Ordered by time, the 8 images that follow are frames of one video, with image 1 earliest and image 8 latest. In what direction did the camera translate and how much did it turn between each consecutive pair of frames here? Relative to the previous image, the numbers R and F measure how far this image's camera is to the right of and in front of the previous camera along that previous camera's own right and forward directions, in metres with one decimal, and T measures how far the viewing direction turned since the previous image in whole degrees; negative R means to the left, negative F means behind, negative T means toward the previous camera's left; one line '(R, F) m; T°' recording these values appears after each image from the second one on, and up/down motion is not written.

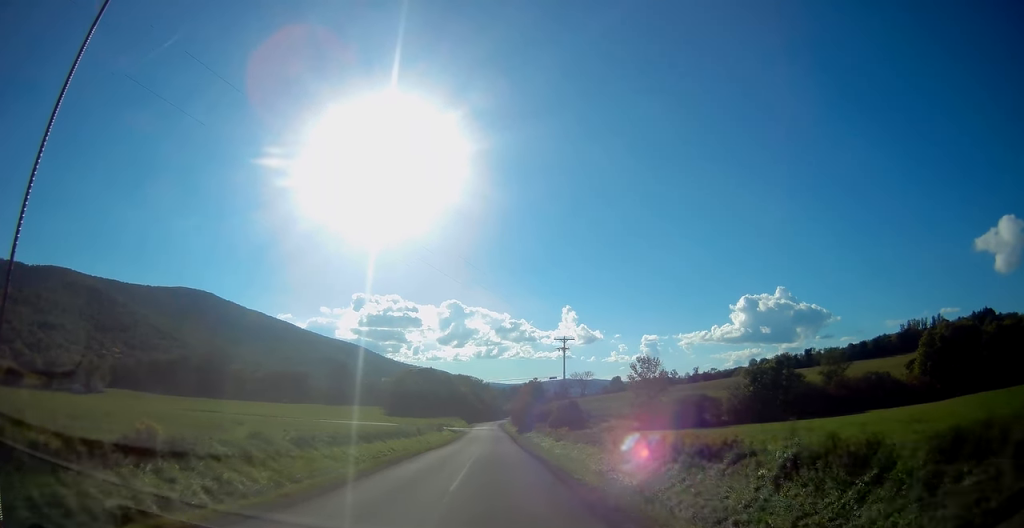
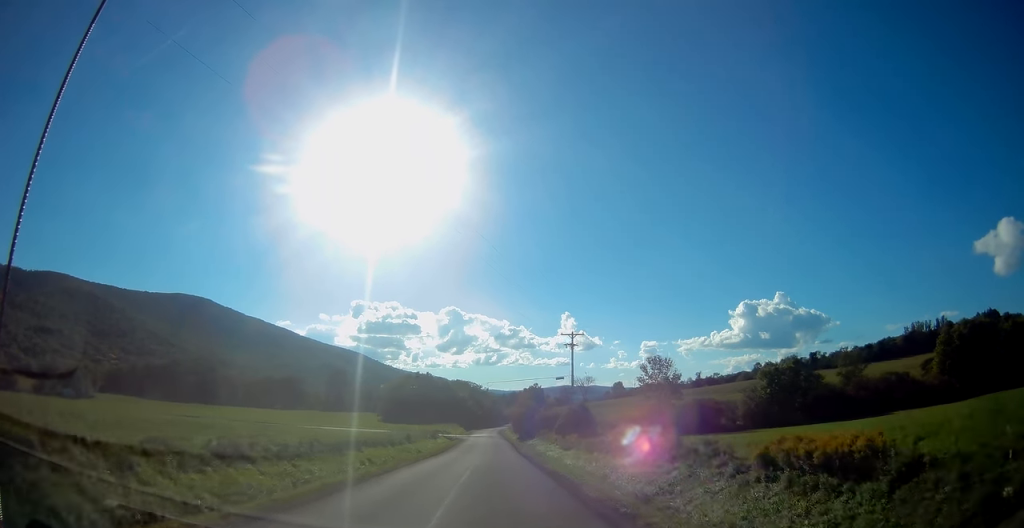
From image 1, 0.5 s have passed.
(+0.1, +7.8) m; 0°
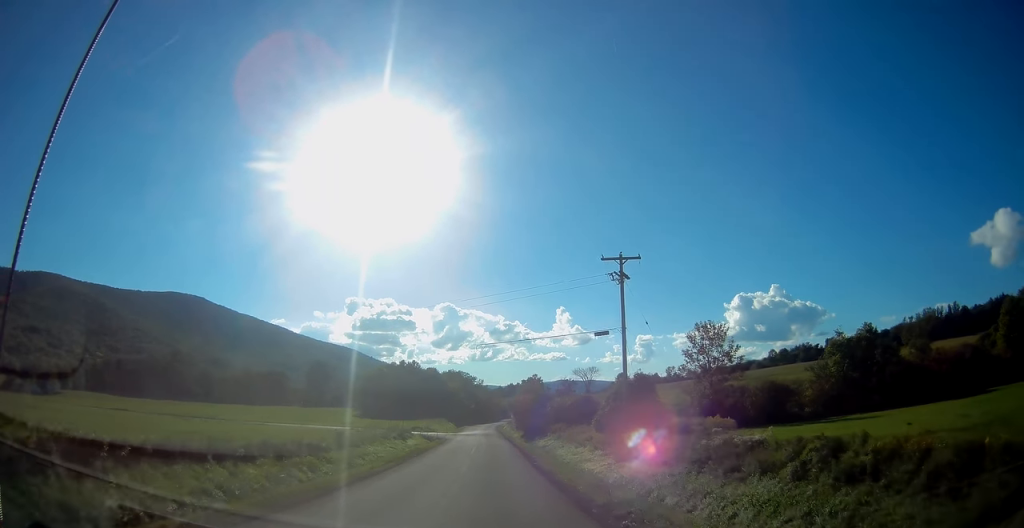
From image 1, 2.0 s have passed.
(-0.1, +24.4) m; 0°
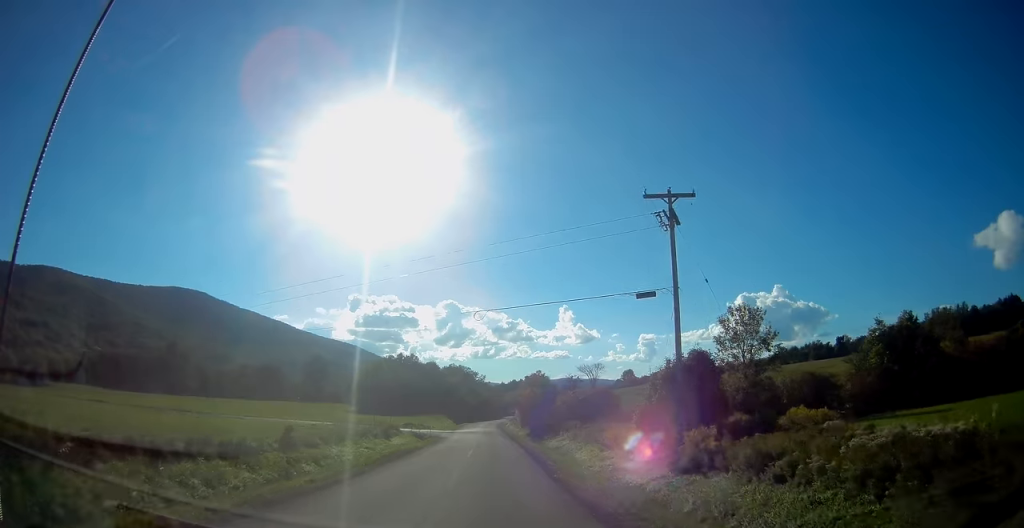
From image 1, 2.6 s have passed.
(+0.1, +9.2) m; 0°
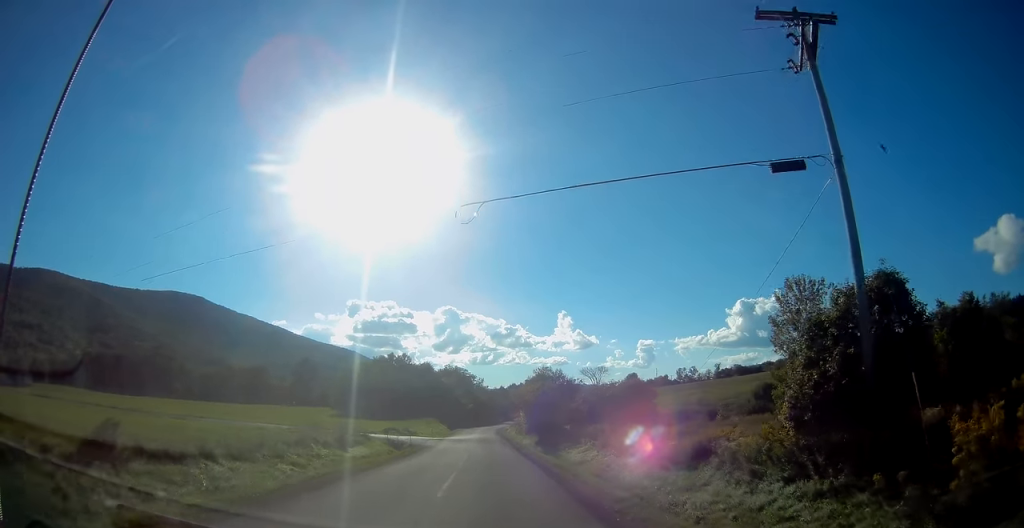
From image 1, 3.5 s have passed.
(+0.2, +13.2) m; 0°
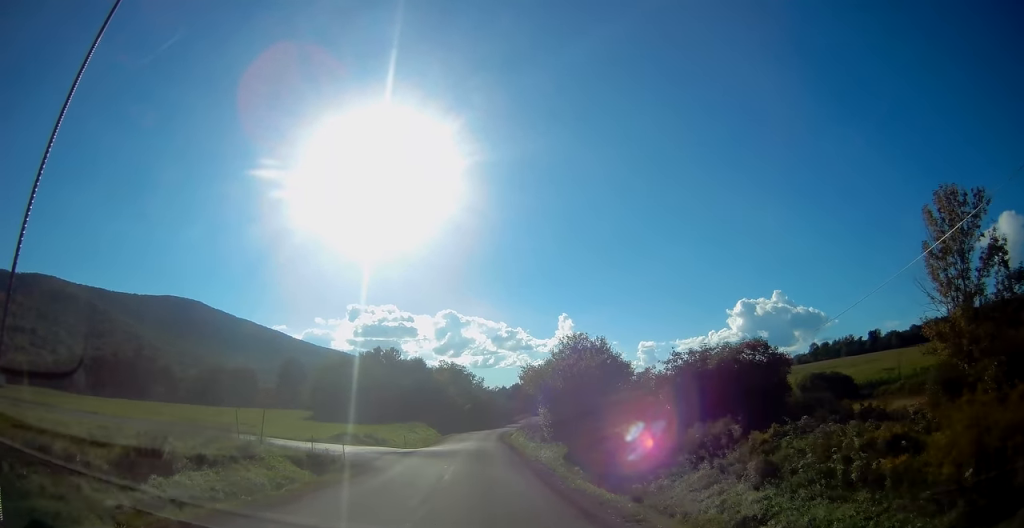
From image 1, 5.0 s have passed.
(-0.6, +19.9) m; 0°
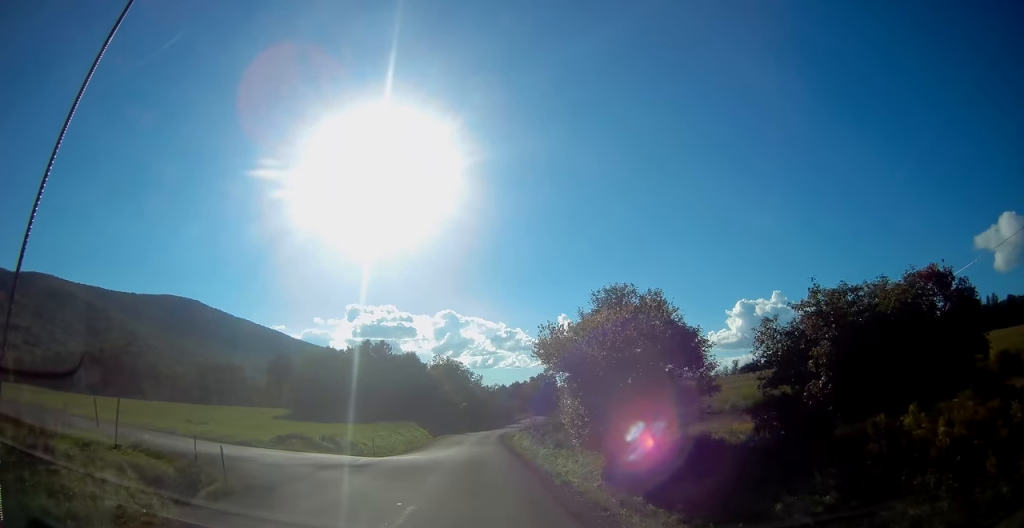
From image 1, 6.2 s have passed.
(+0.6, +11.0) m; -2°
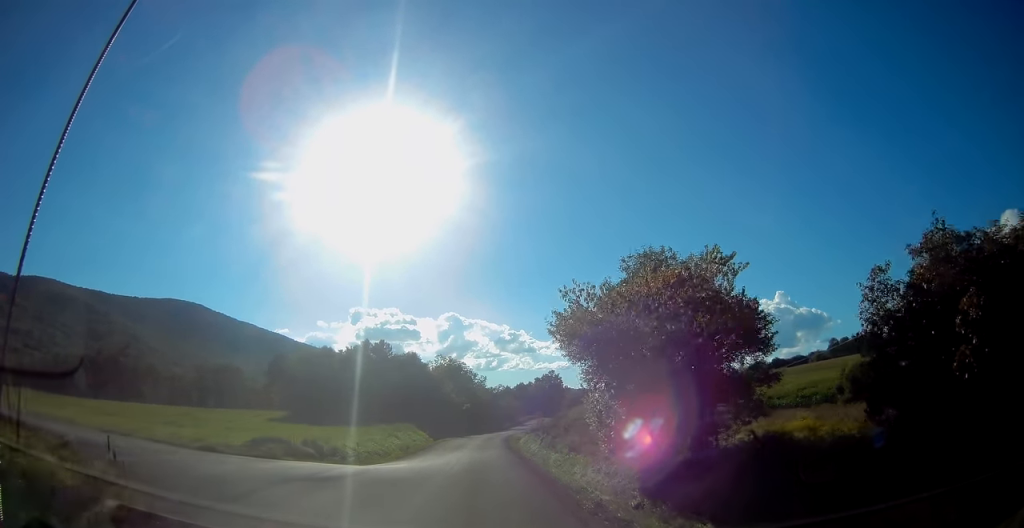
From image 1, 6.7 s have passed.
(-0.6, +4.3) m; -7°
